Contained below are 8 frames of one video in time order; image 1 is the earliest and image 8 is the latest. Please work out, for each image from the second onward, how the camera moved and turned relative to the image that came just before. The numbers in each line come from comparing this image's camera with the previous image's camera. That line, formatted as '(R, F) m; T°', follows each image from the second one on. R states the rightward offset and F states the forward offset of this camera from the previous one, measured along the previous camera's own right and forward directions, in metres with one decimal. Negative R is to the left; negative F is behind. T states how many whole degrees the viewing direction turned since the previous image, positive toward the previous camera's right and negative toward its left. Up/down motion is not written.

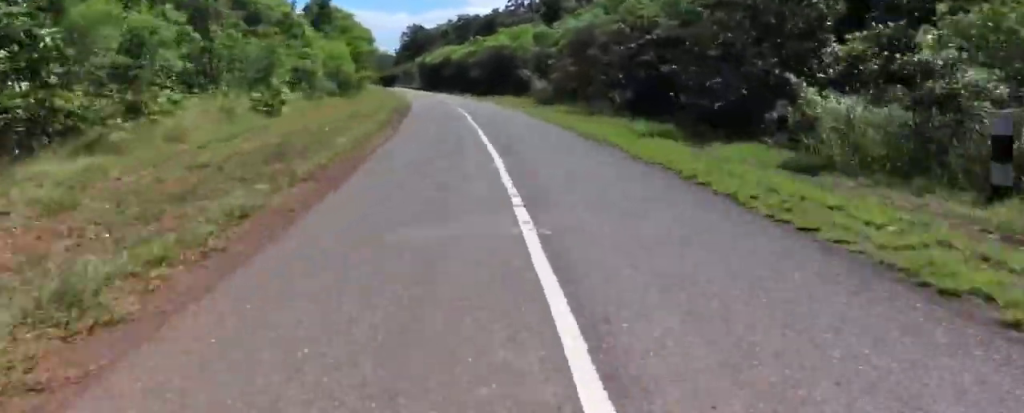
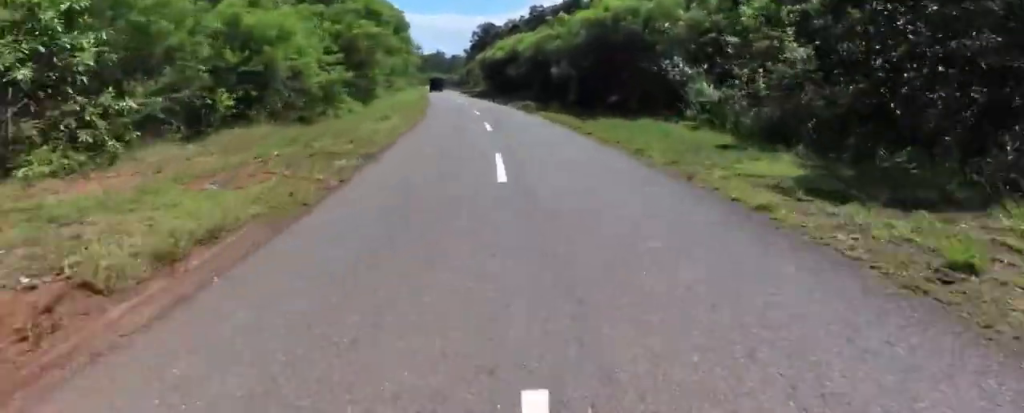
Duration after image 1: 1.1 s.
(-1.8, +22.6) m; -8°
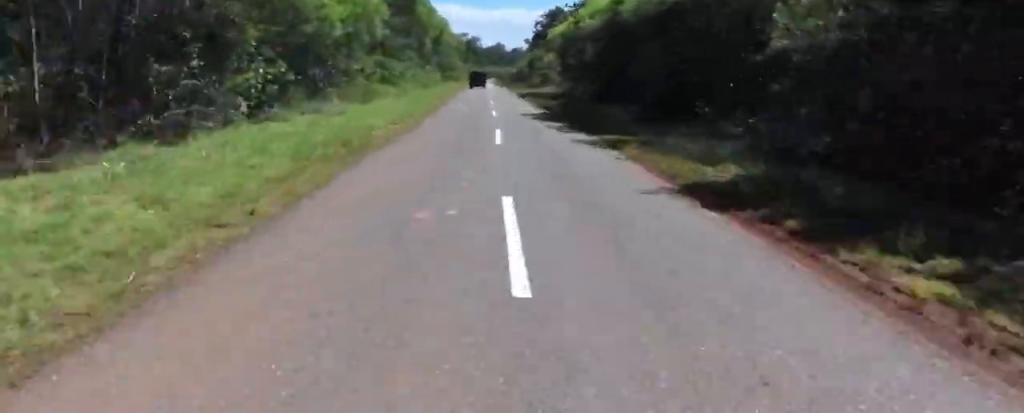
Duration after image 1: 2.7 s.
(-1.8, +35.8) m; -2°
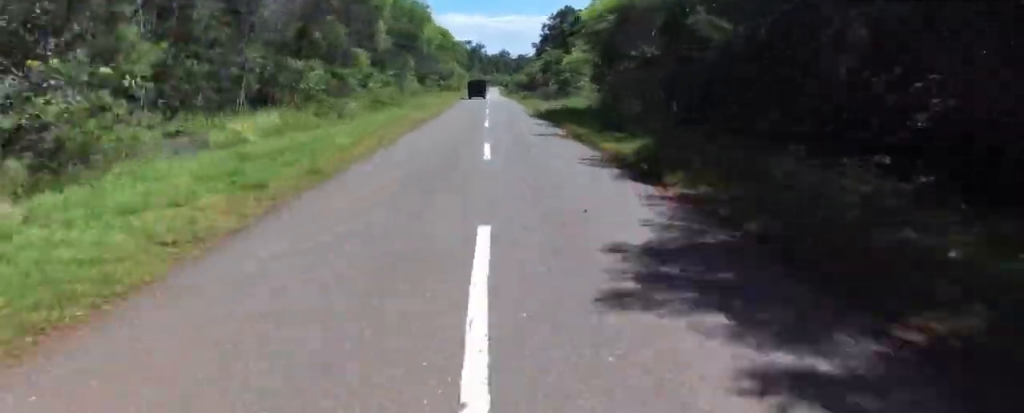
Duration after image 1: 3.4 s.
(+0.3, +16.5) m; -1°
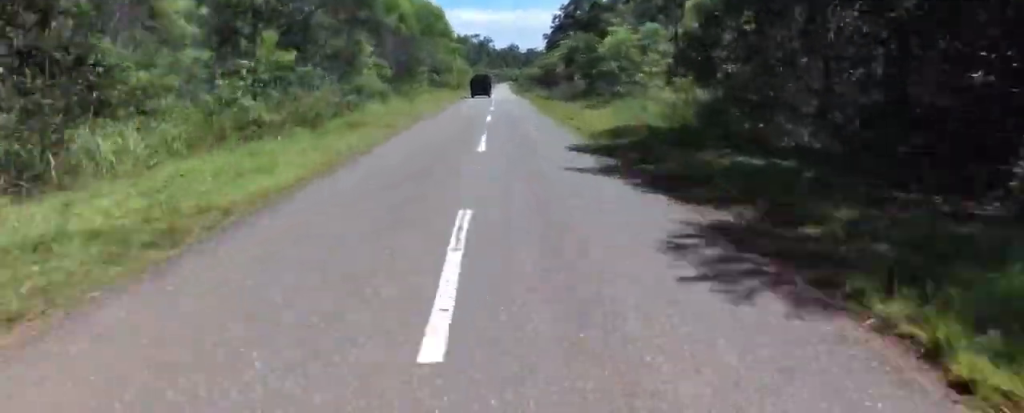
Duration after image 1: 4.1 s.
(-0.3, +15.5) m; -1°
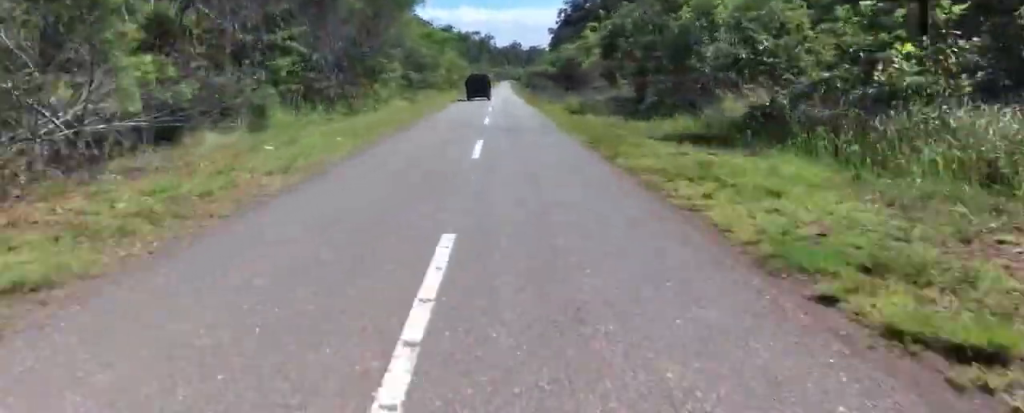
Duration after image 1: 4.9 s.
(-0.3, +17.3) m; -1°
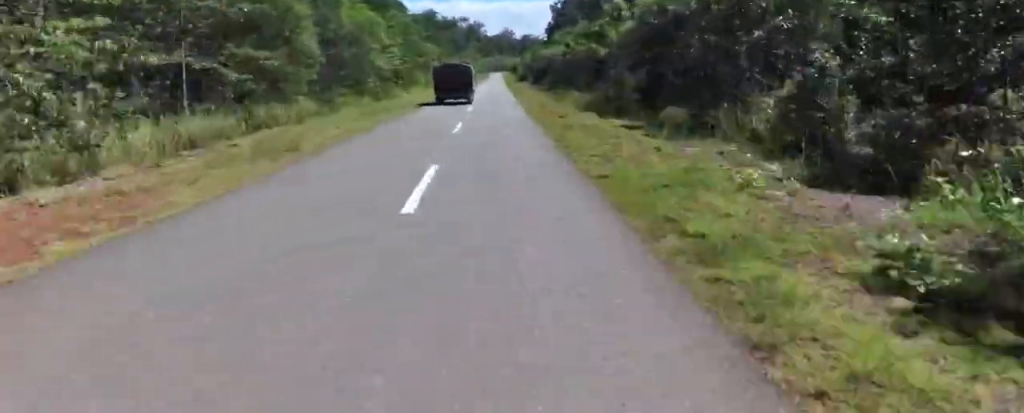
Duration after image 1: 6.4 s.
(+0.4, +37.0) m; +1°
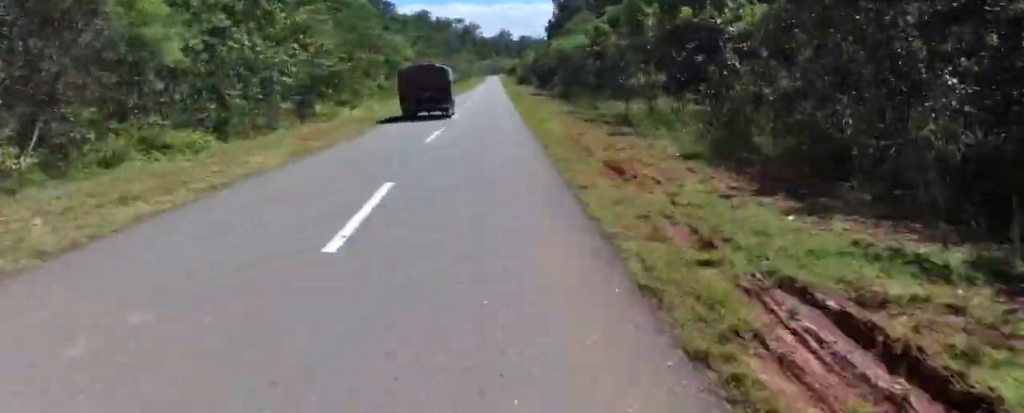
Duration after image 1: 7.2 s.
(+0.1, +17.0) m; 0°
